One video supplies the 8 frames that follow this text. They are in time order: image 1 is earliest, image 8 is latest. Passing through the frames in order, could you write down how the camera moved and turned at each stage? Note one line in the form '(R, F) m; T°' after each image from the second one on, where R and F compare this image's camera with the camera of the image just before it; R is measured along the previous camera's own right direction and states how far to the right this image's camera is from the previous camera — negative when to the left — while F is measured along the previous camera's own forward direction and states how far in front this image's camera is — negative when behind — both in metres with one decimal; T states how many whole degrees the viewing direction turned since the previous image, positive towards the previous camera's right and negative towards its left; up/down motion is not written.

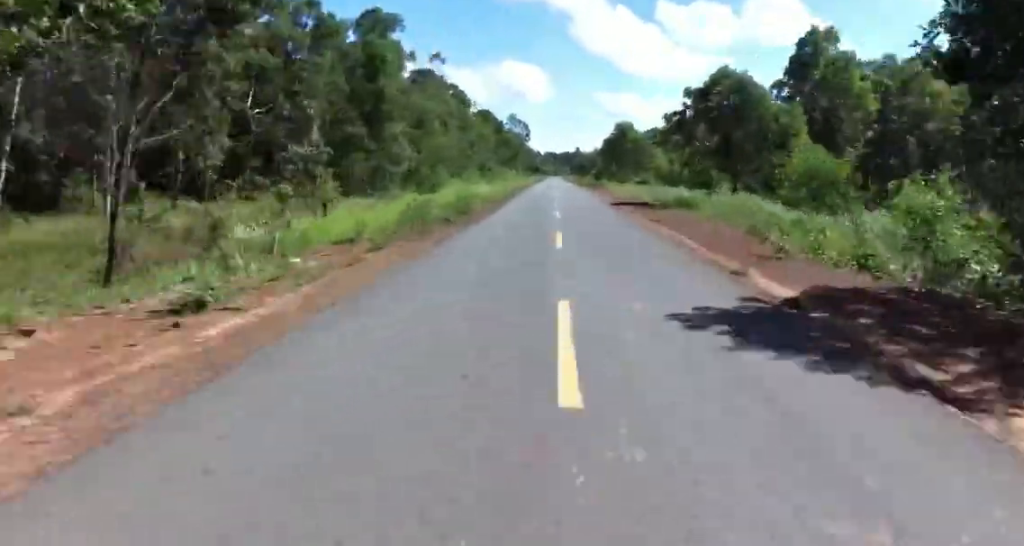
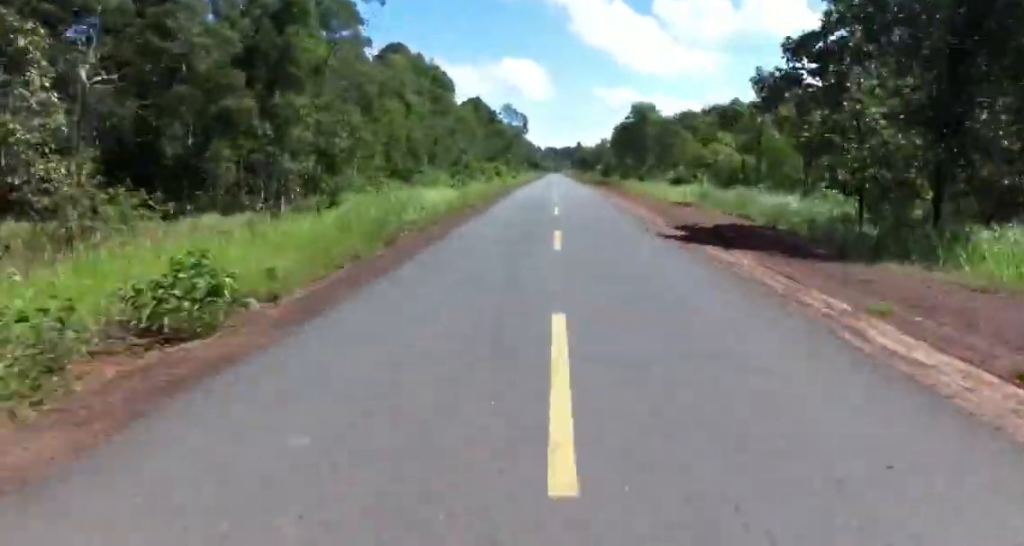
(0.0, +18.8) m; 0°
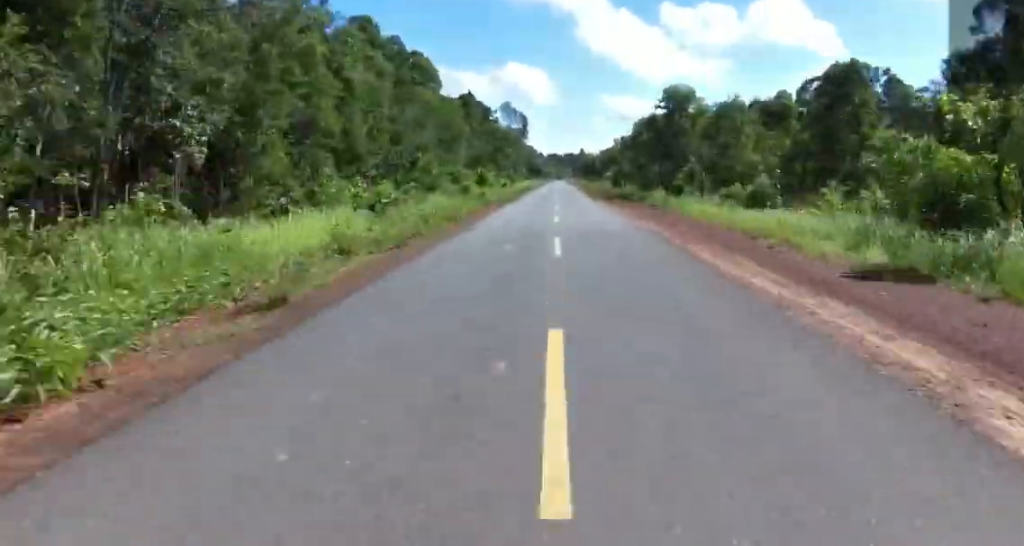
(0.0, +15.8) m; 0°
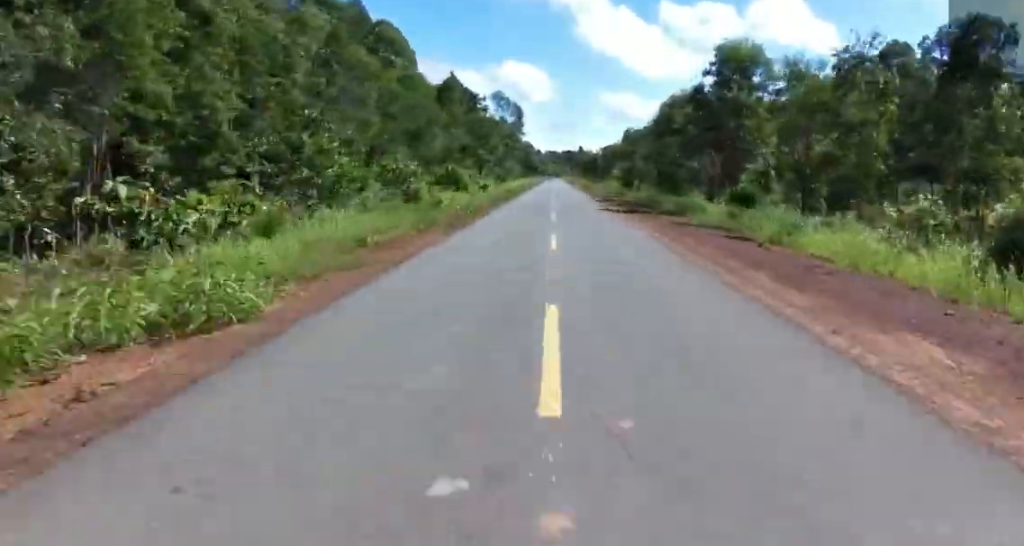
(0.0, +15.8) m; 0°
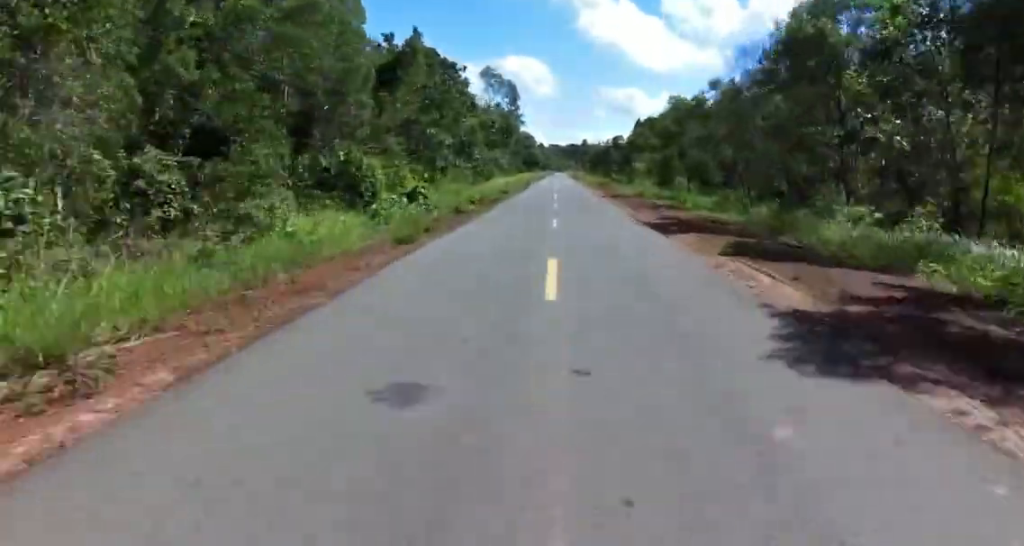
(-0.5, +21.8) m; +2°
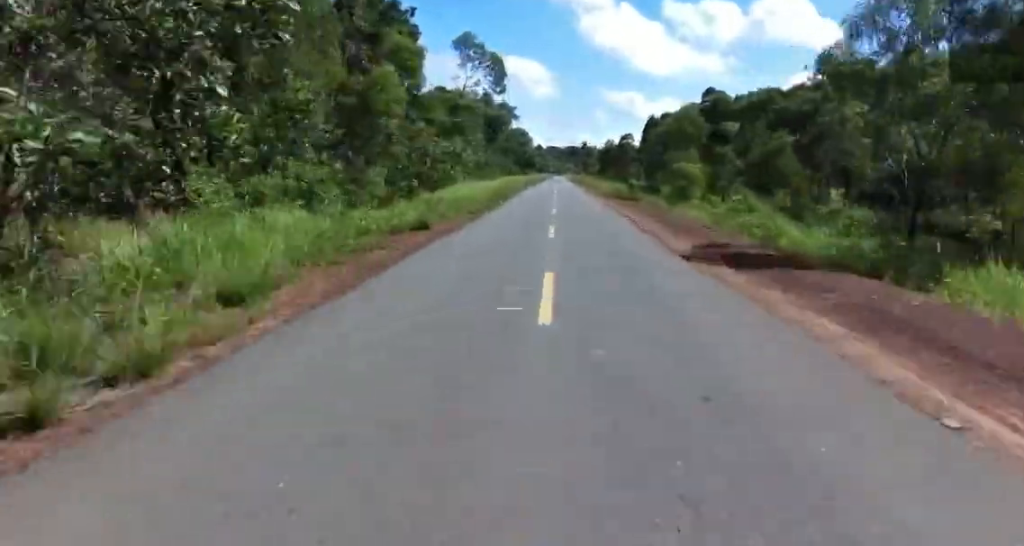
(+1.4, +25.5) m; +1°
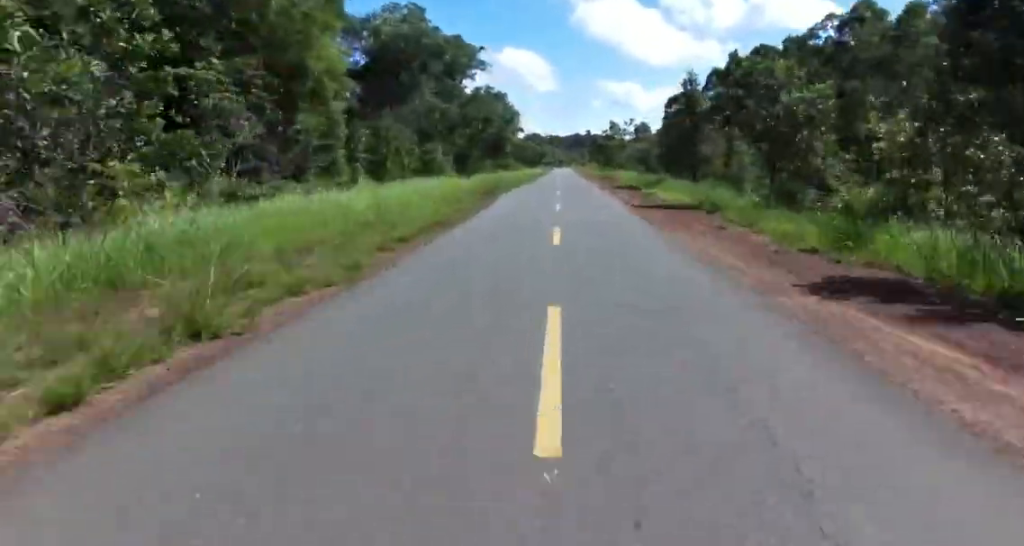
(-3.0, +68.6) m; -3°
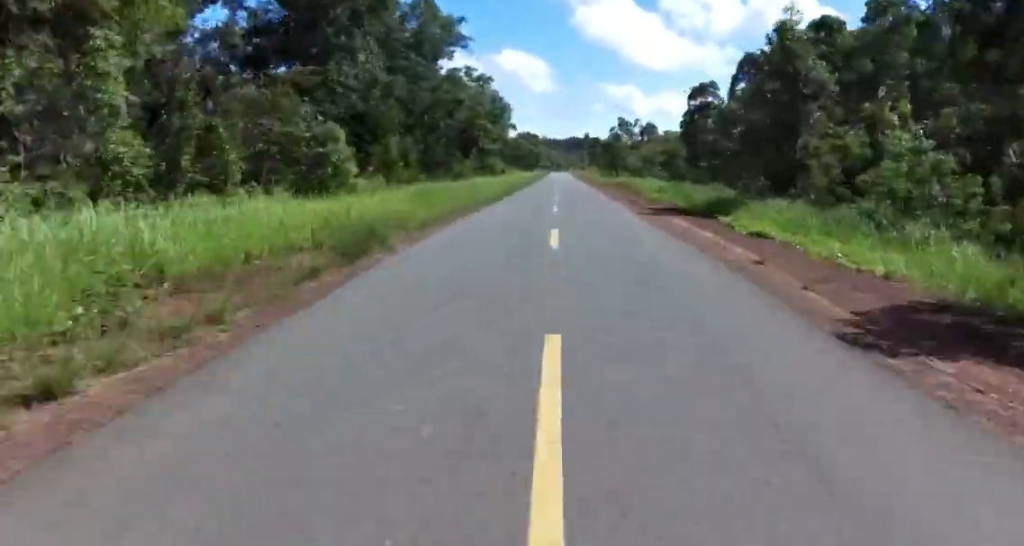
(0.0, +16.8) m; 0°
